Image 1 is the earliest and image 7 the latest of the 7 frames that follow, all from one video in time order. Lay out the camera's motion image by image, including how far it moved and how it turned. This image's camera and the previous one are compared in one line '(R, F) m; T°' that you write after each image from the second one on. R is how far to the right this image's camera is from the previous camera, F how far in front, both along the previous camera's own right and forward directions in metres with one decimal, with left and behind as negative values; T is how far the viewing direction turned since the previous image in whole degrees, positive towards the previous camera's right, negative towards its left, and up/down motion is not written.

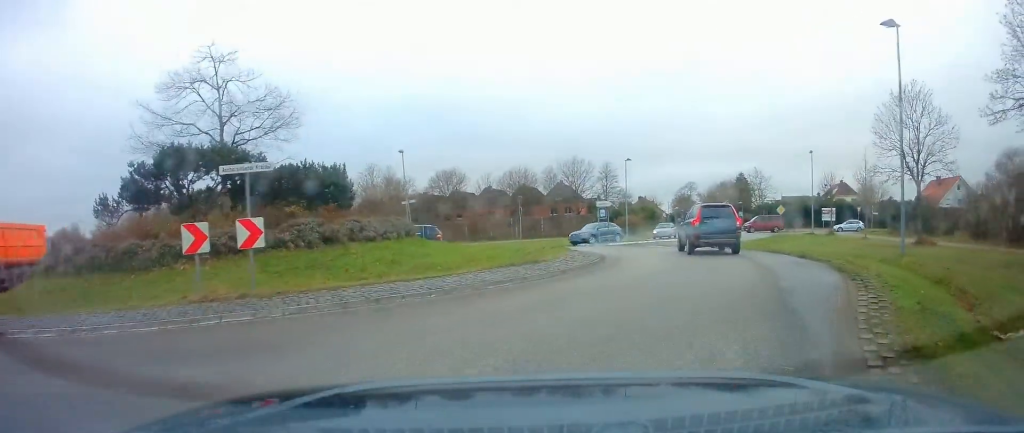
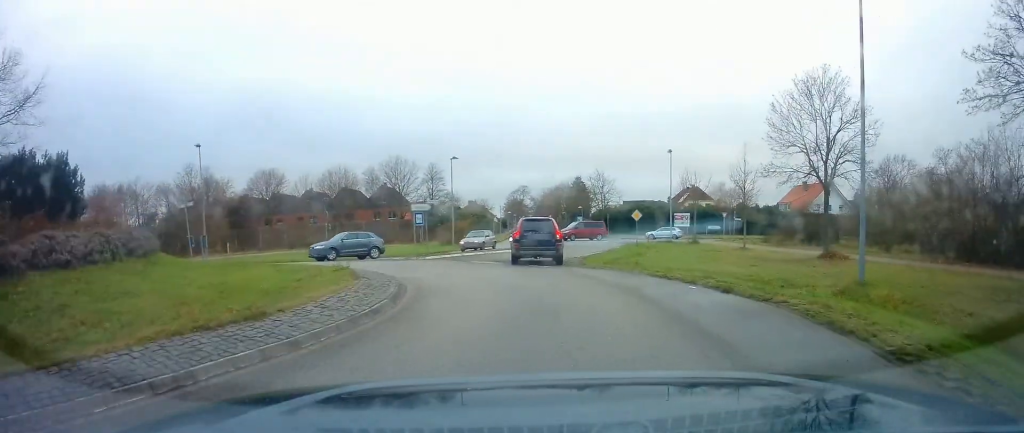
(+0.8, +6.7) m; +6°
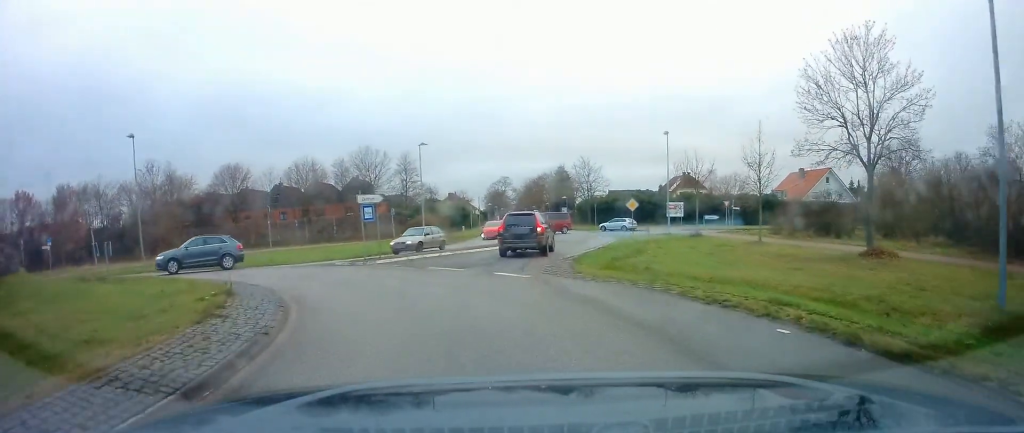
(+0.1, +5.6) m; -3°
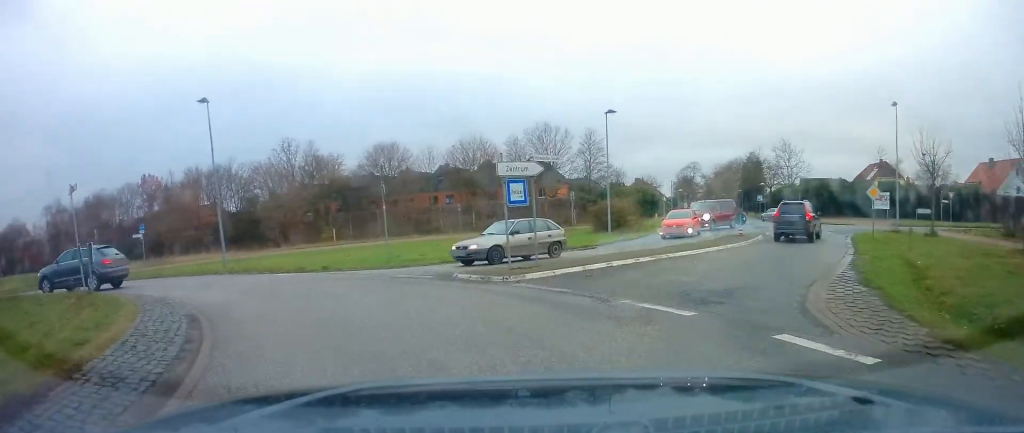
(-0.9, +8.7) m; -17°
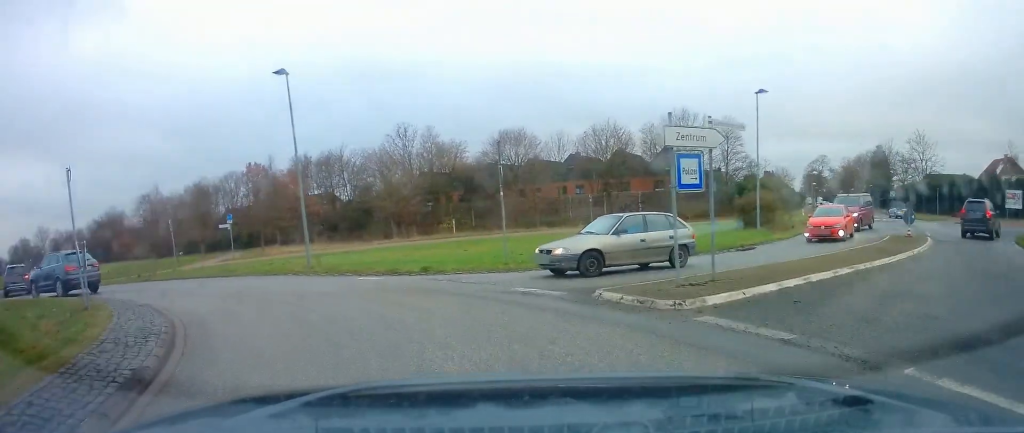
(-0.2, +4.2) m; -11°
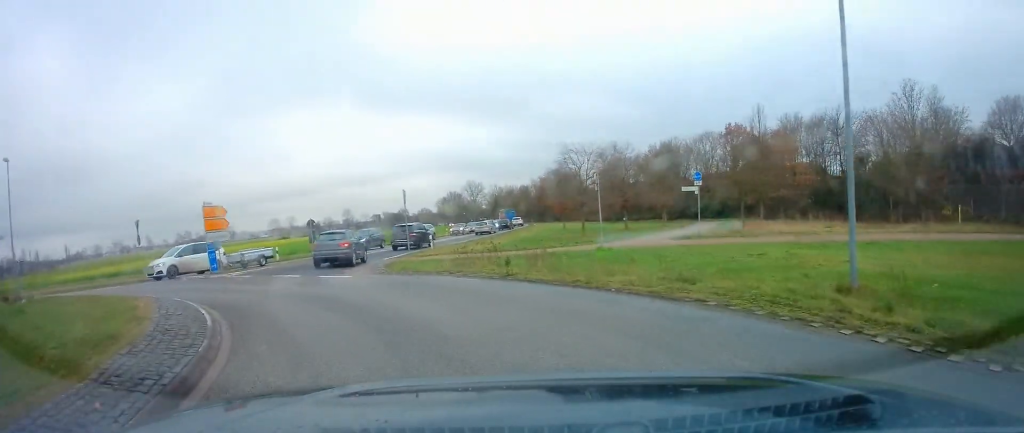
(-3.8, +10.7) m; -45°
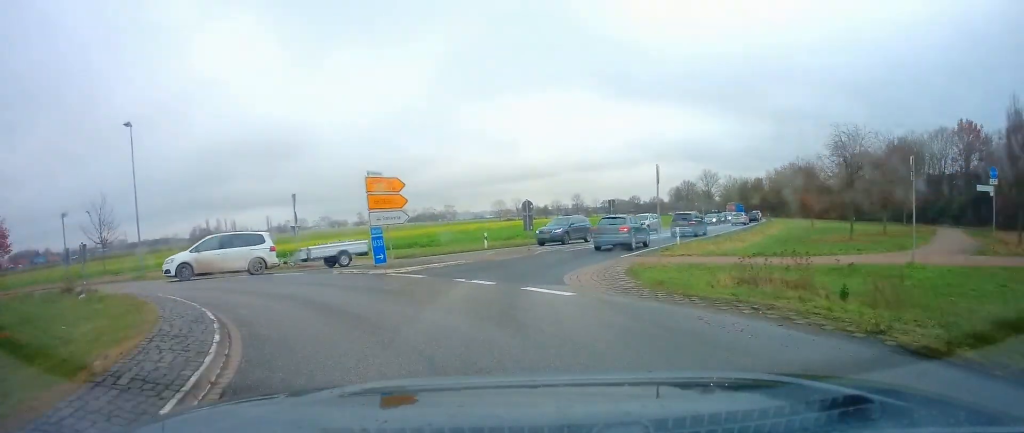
(-1.7, +5.9) m; -18°
